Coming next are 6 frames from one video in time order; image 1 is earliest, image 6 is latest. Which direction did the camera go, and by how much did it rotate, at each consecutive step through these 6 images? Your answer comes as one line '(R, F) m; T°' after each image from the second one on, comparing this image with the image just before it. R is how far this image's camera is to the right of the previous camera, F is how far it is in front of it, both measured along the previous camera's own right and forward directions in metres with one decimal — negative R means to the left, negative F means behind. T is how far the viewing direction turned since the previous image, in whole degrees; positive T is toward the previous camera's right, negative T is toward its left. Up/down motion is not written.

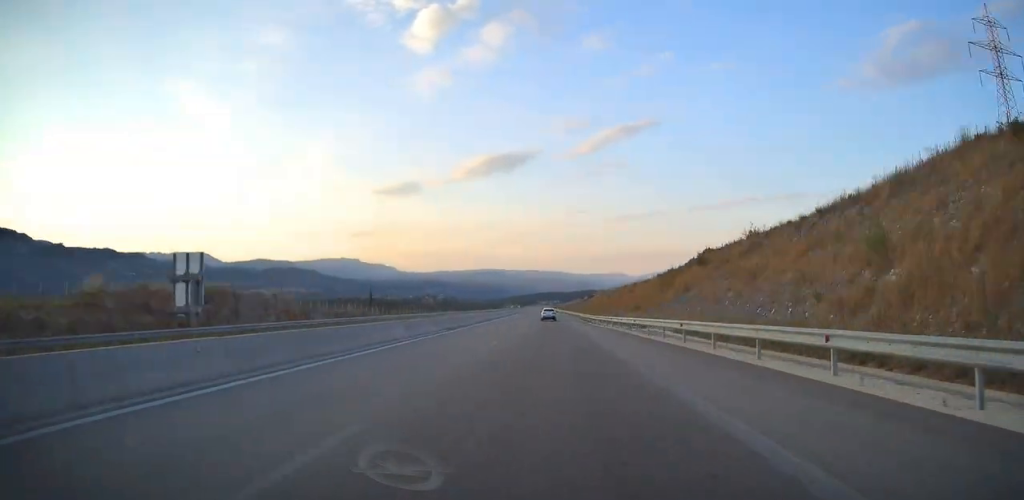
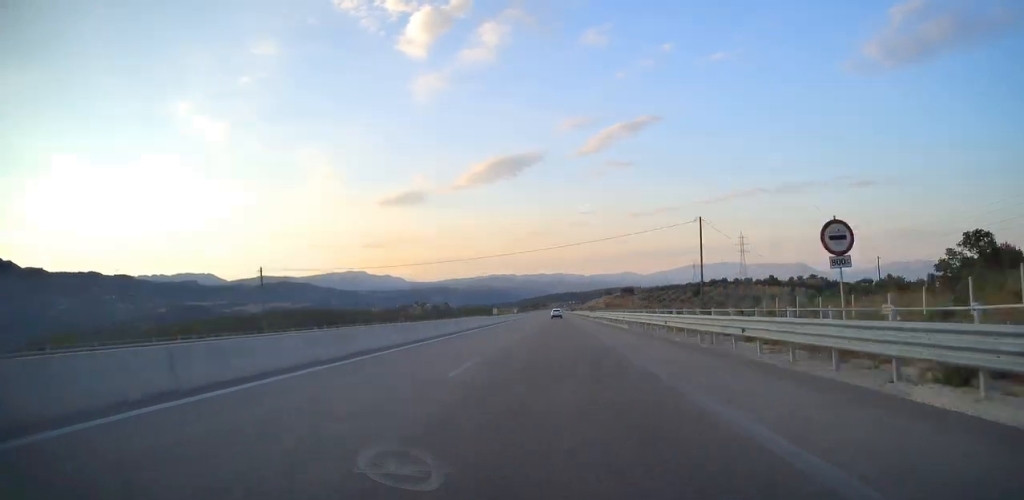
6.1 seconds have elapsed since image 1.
(-8.8, +186.0) m; -3°
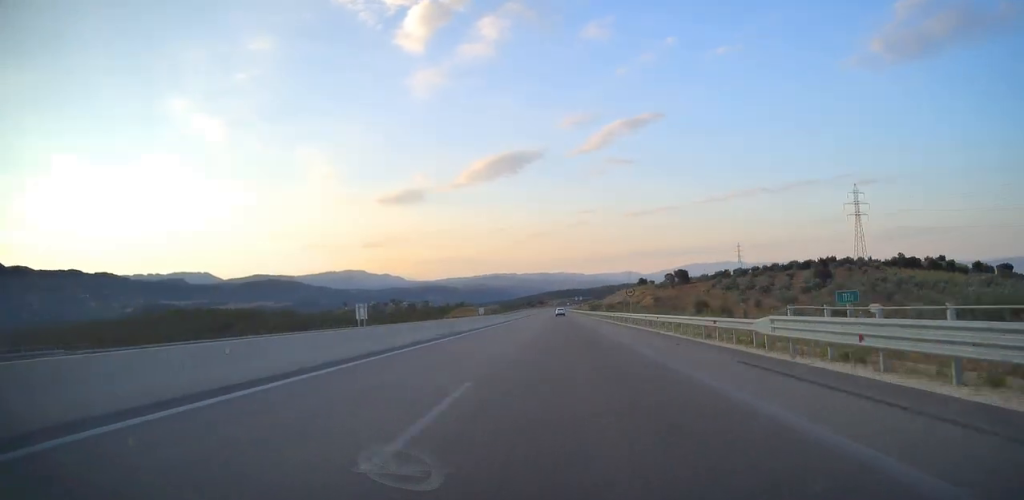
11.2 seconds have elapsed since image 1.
(-0.2, +148.5) m; +1°
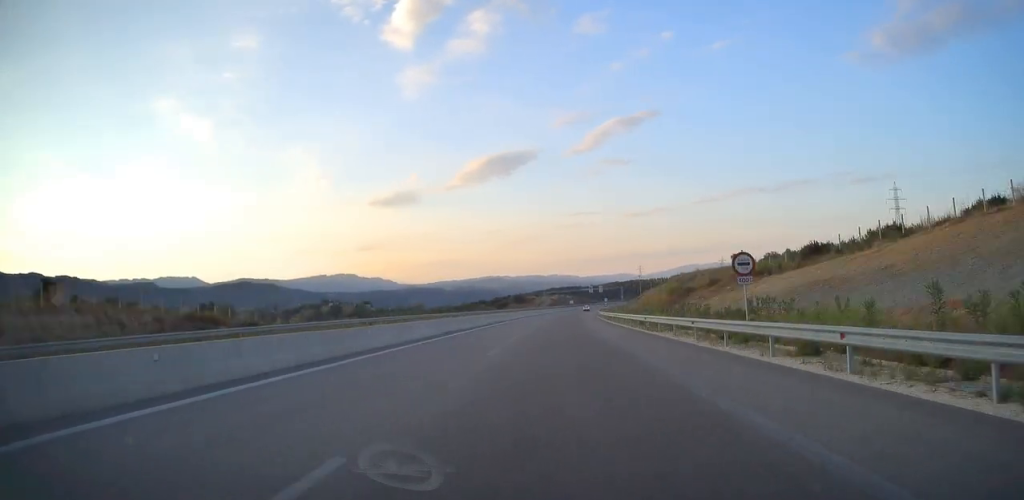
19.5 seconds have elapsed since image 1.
(+2.6, +236.8) m; +4°
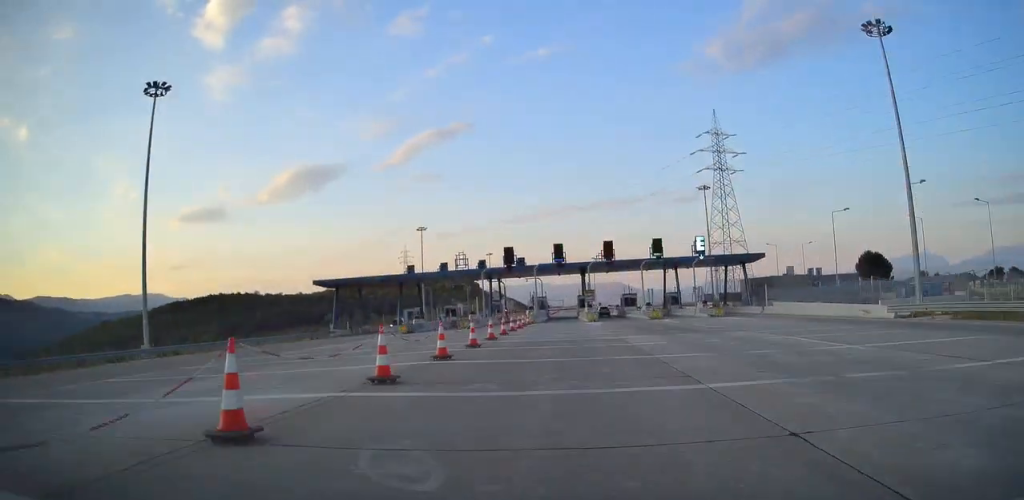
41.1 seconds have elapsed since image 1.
(+71.5, +487.1) m; +14°
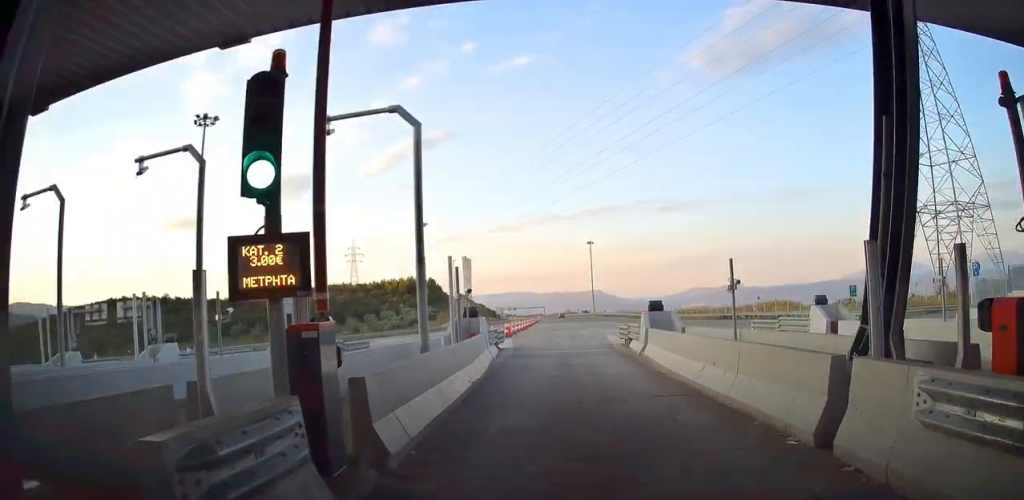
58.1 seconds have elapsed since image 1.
(-0.1, +72.0) m; 0°
